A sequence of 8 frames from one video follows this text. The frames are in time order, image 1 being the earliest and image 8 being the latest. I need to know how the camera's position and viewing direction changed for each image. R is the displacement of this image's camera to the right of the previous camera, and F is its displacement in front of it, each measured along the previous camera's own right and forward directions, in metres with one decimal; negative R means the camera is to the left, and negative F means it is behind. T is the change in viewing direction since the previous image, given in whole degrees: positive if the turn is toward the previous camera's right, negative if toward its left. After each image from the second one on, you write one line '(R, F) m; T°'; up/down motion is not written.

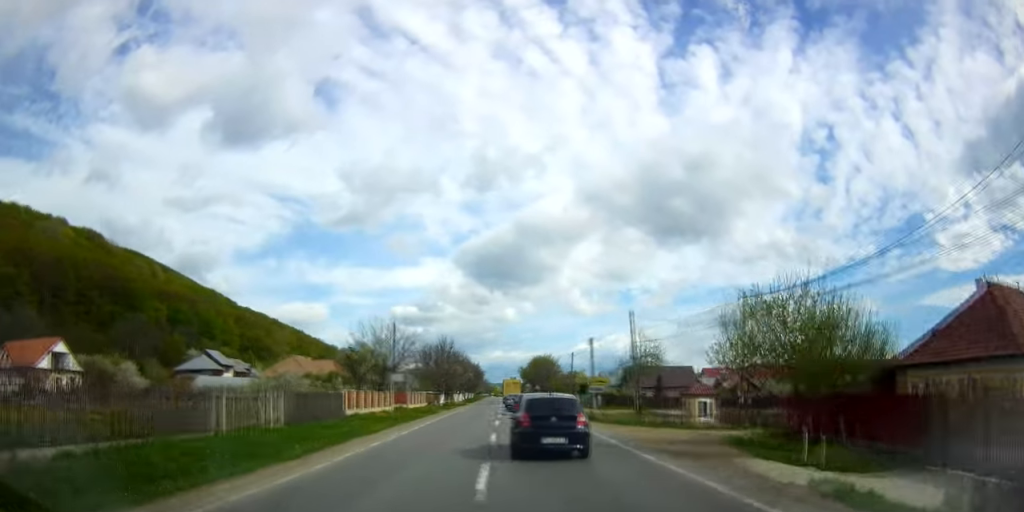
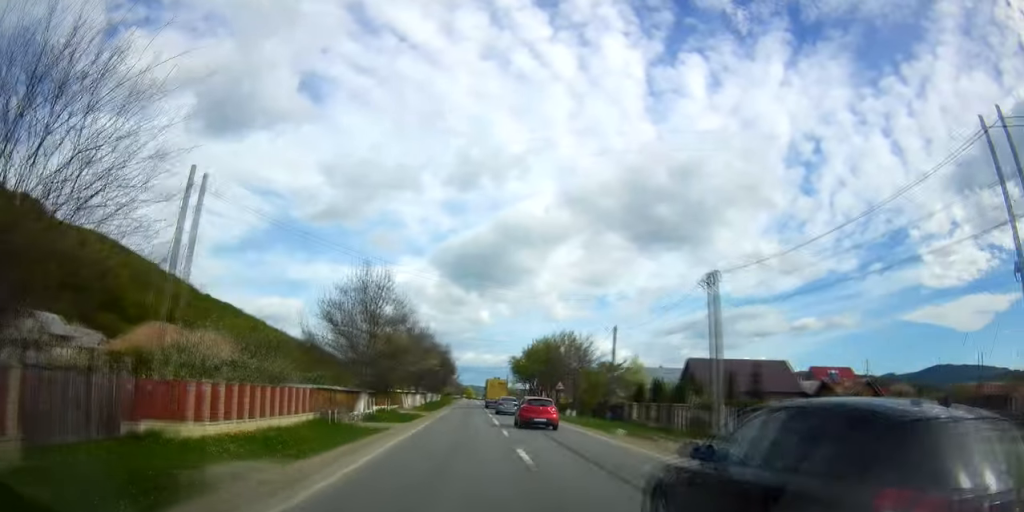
(0.0, +39.6) m; +1°
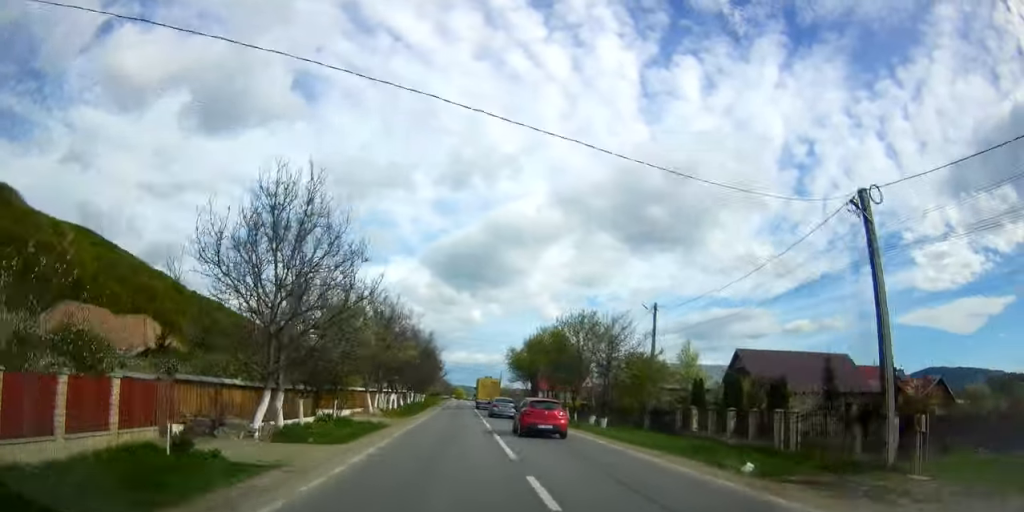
(0.0, +13.7) m; +1°
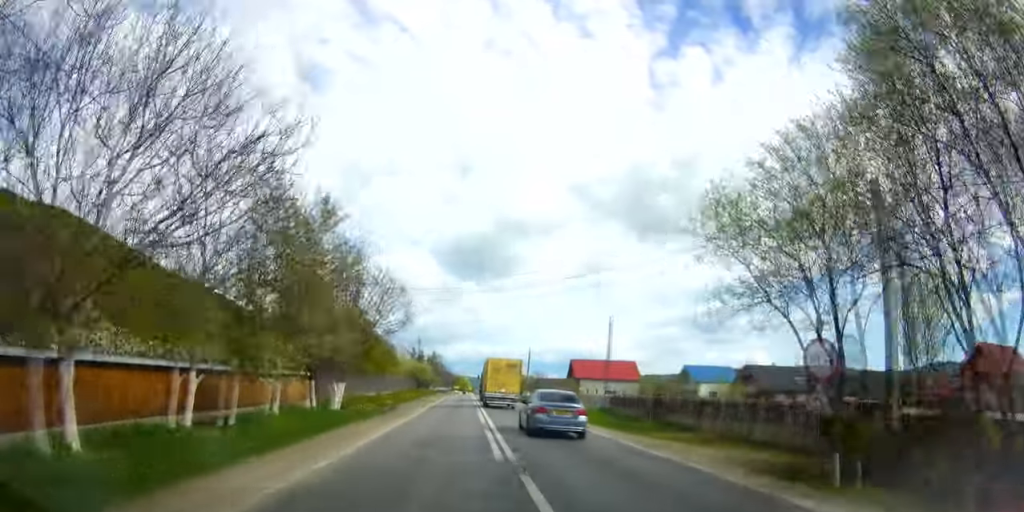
(+0.9, +61.4) m; +1°
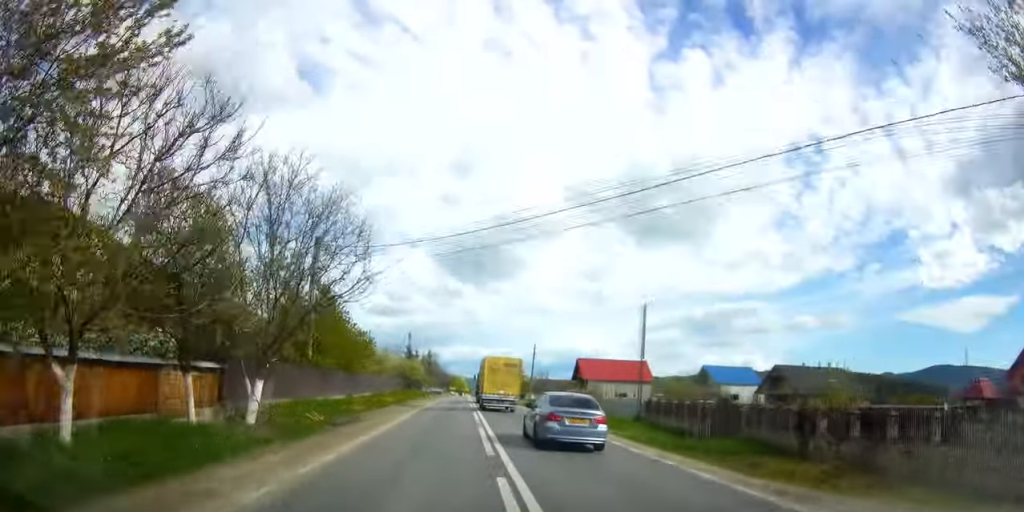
(+0.2, +12.5) m; 0°
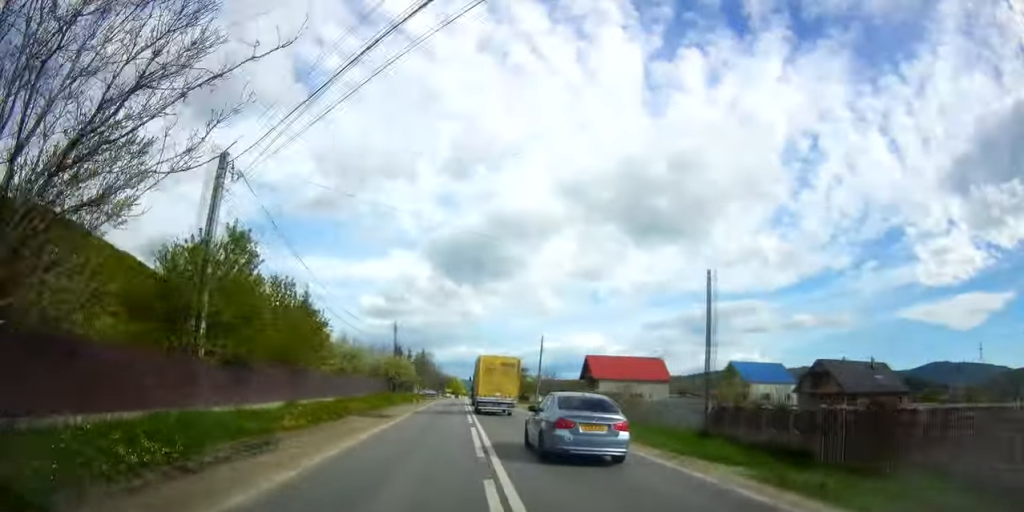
(+0.1, +14.8) m; 0°
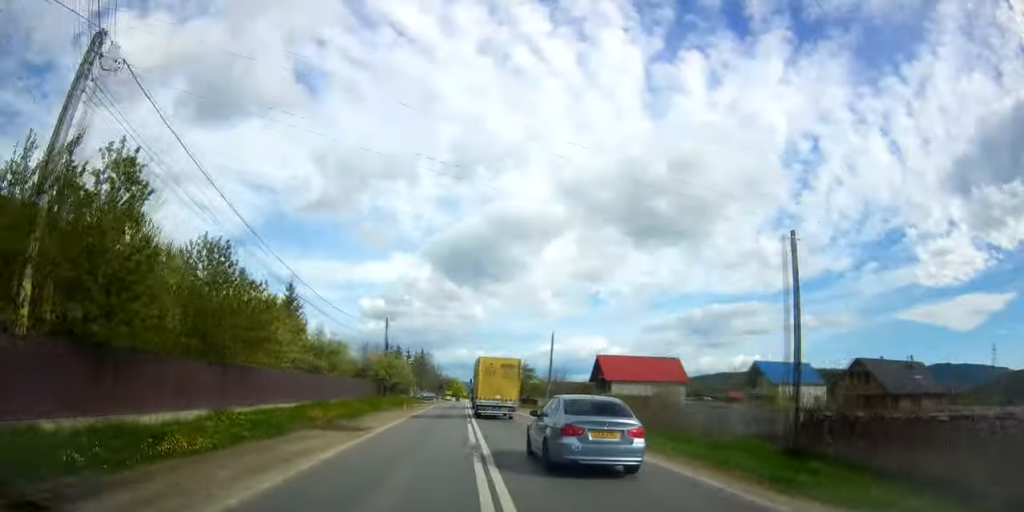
(-0.2, +9.5) m; 0°
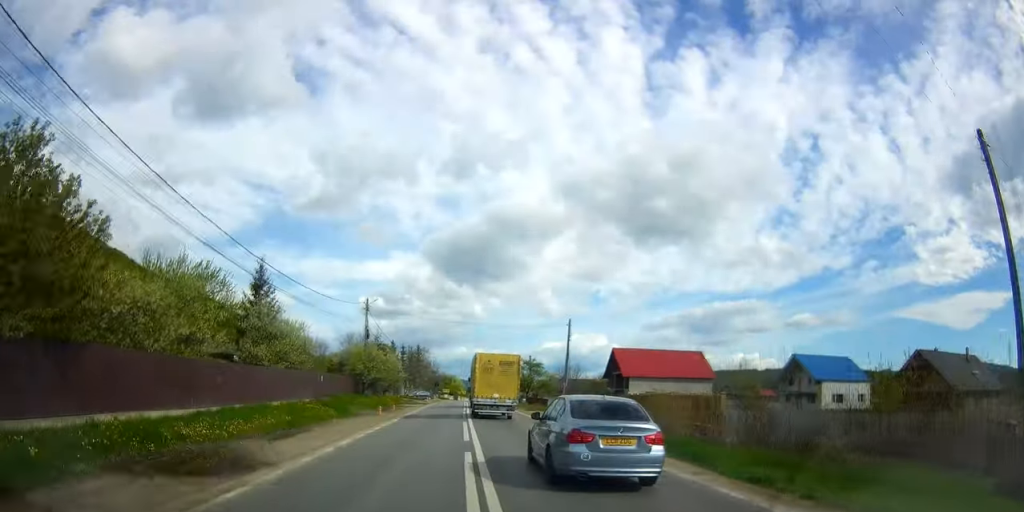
(0.0, +13.1) m; 0°
